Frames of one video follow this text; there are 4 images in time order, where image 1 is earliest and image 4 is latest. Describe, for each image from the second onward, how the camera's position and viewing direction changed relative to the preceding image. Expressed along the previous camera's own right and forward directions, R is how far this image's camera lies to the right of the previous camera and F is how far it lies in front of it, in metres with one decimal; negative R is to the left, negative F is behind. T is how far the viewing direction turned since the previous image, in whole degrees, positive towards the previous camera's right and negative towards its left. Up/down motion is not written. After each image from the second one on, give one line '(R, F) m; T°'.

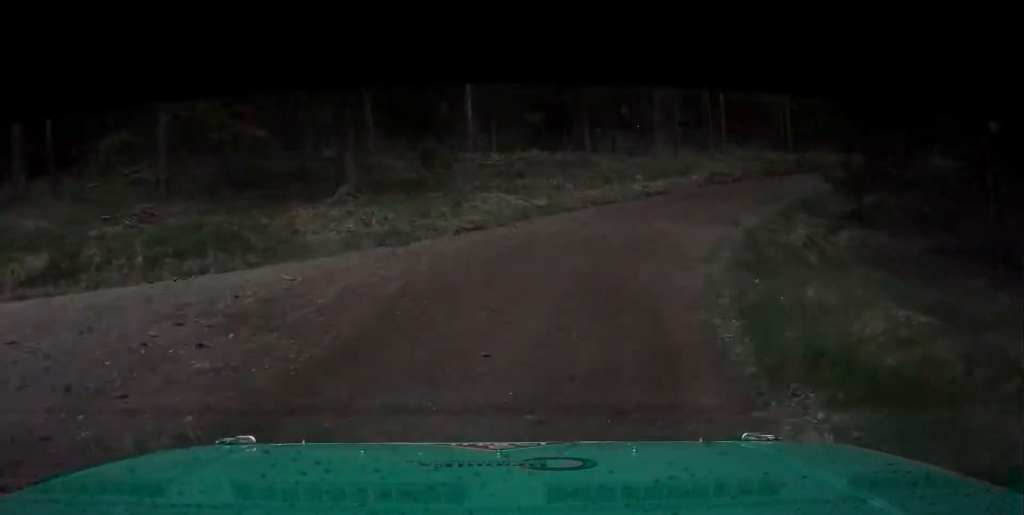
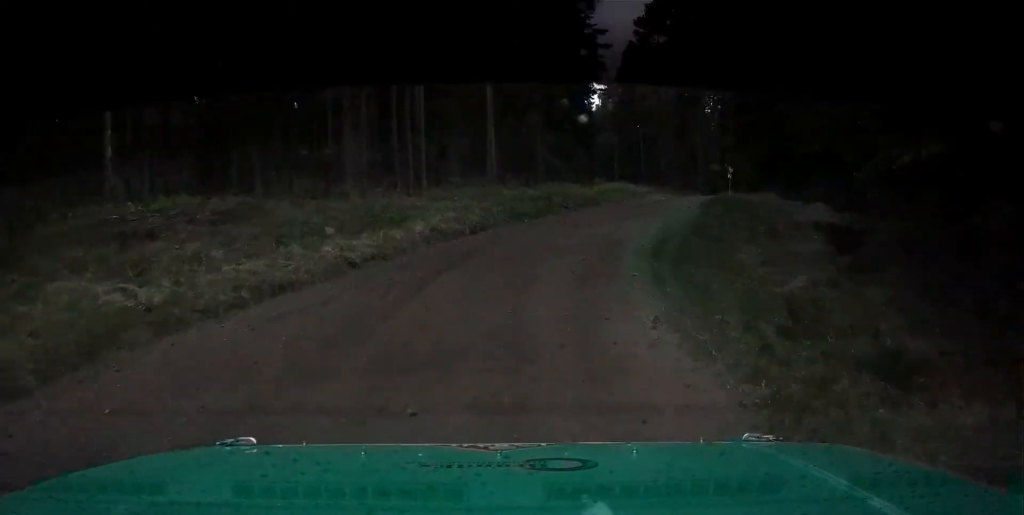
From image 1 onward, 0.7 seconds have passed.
(+1.3, +10.5) m; +12°
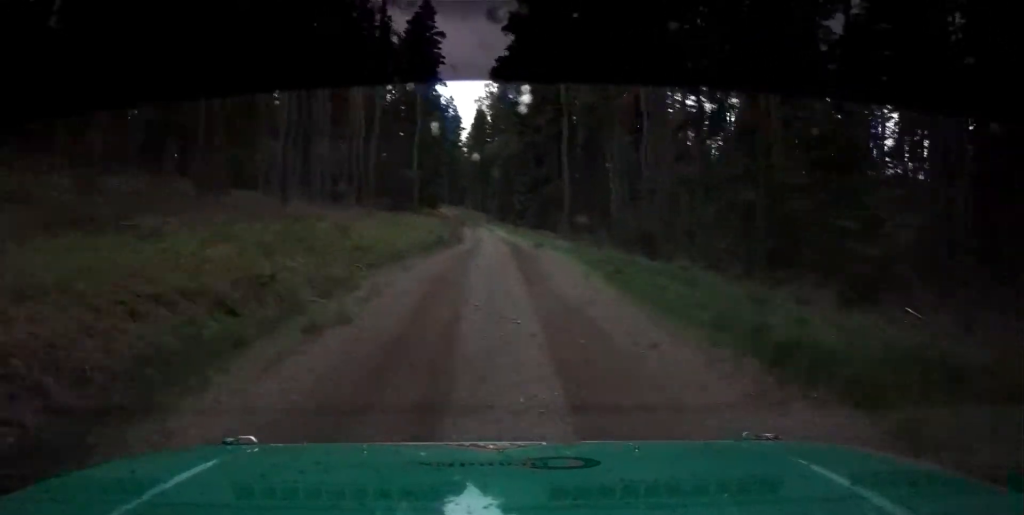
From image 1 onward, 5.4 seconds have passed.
(+27.7, +89.1) m; +15°
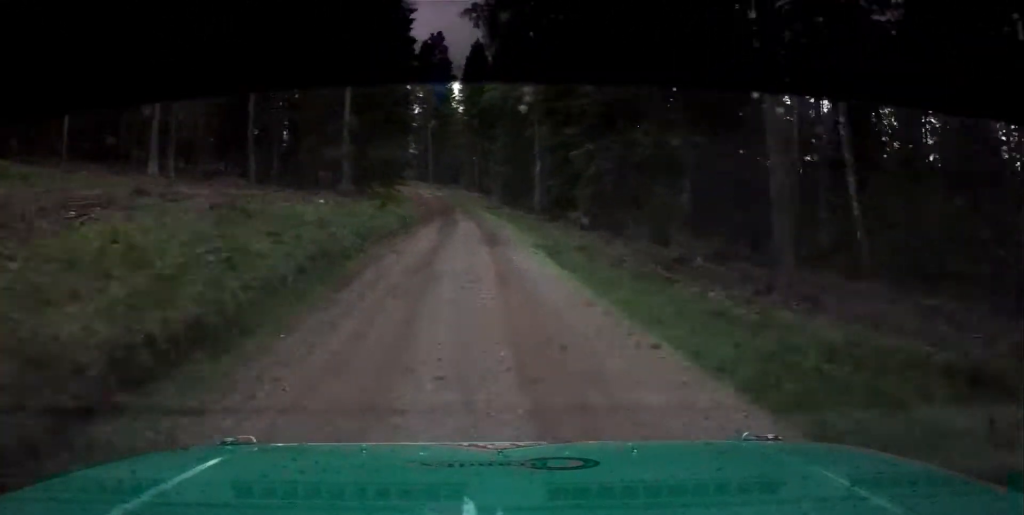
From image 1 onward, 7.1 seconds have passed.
(-2.2, +42.1) m; -4°
